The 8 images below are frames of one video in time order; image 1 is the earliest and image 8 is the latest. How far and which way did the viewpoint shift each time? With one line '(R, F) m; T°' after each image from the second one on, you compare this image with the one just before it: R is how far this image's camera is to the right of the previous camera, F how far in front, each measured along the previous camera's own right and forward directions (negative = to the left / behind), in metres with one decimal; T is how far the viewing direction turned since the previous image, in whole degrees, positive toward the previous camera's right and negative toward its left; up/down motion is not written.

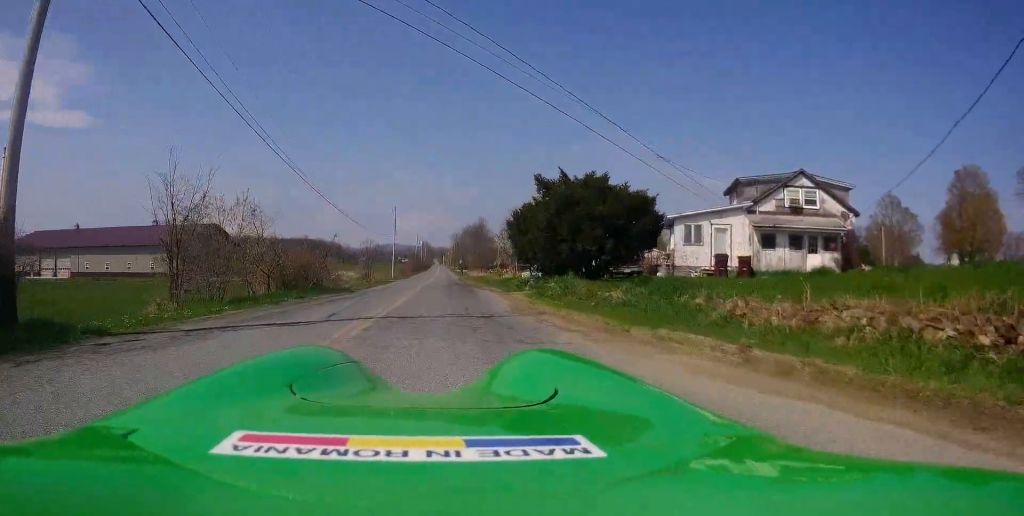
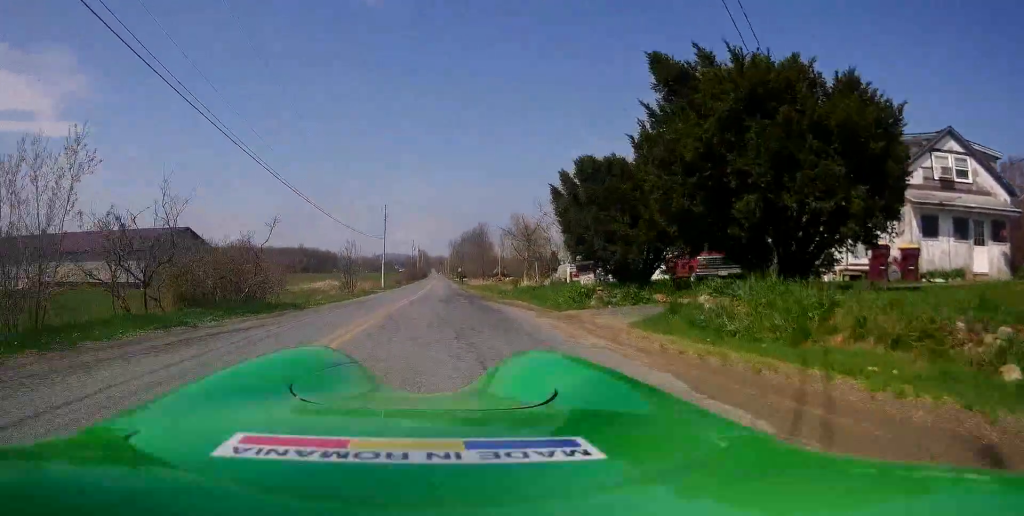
(0.0, +10.8) m; 0°
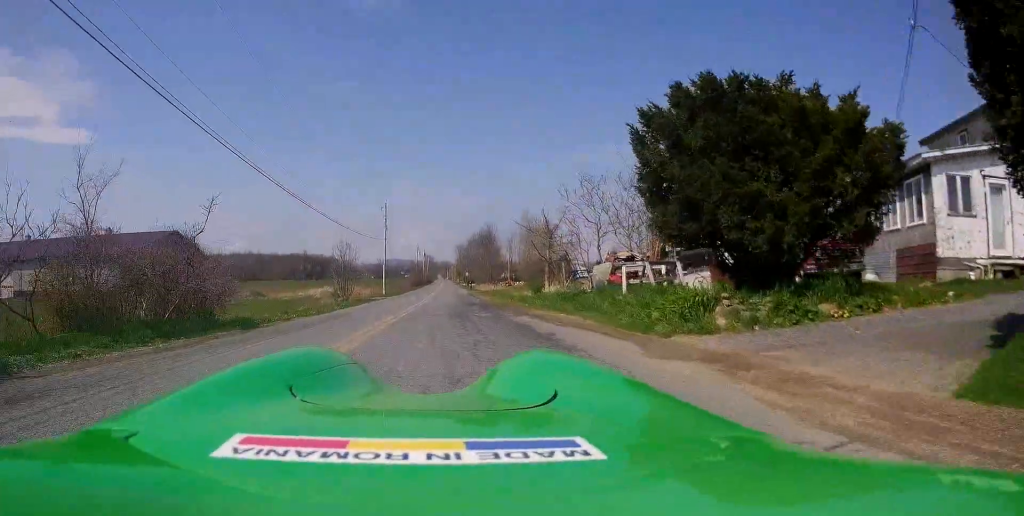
(0.0, +6.6) m; 0°
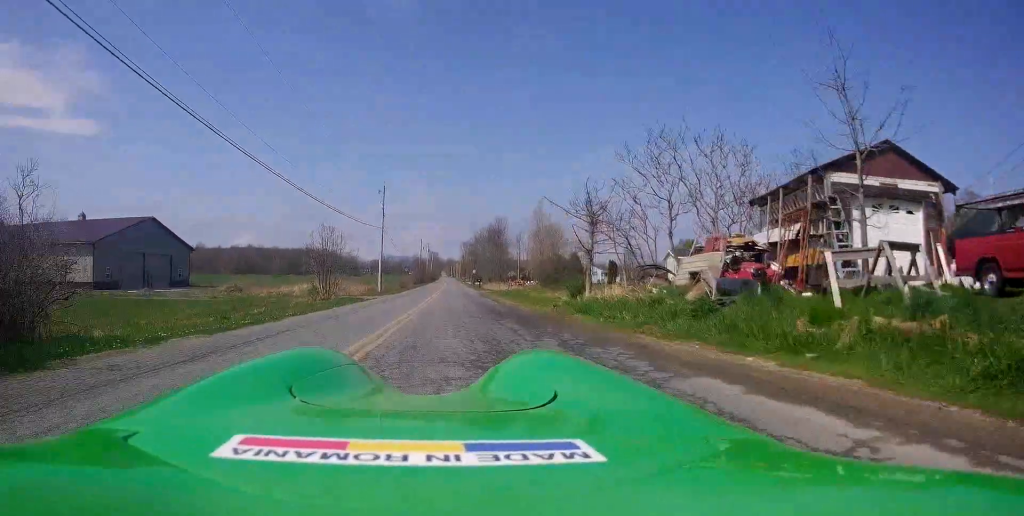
(0.0, +9.2) m; 0°
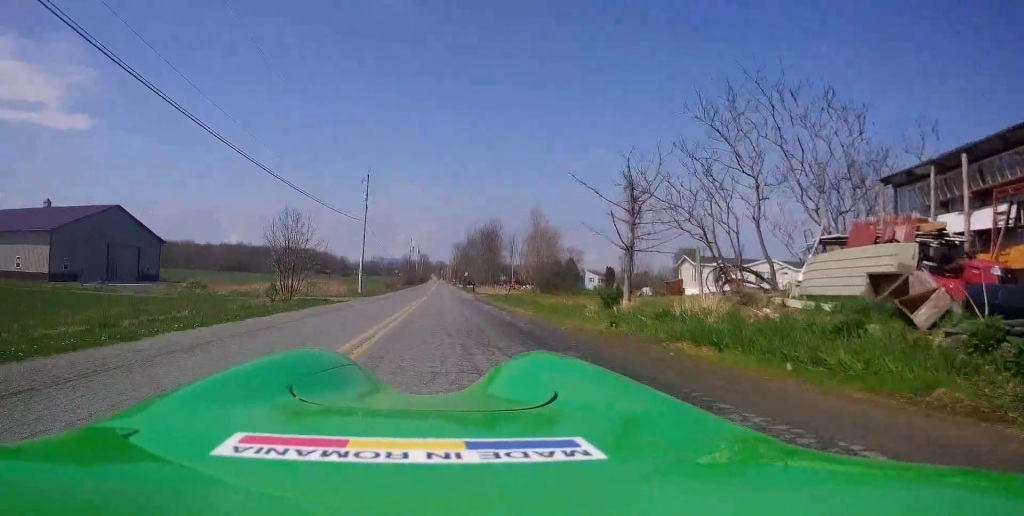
(0.0, +7.3) m; 0°
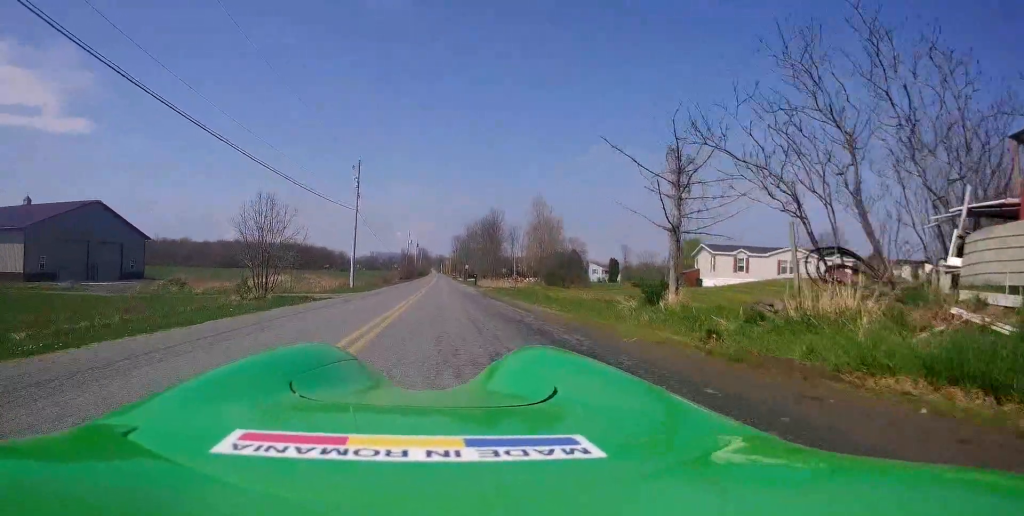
(0.0, +4.4) m; 0°
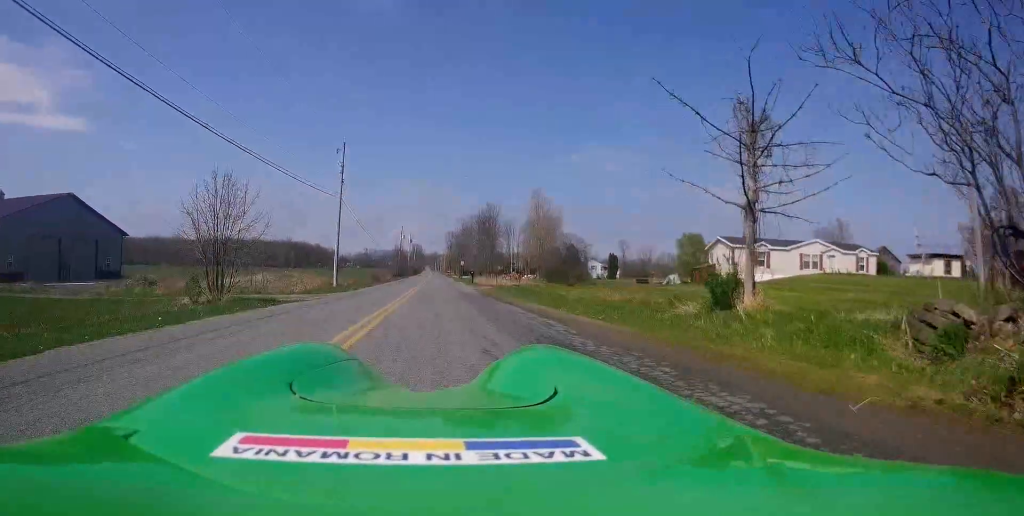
(0.0, +4.9) m; +1°
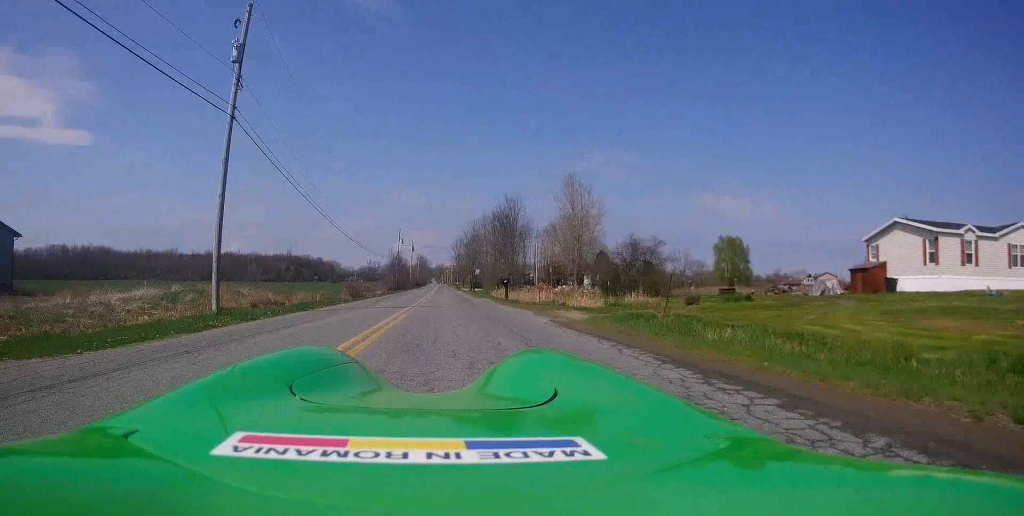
(+0.3, +23.0) m; +1°
